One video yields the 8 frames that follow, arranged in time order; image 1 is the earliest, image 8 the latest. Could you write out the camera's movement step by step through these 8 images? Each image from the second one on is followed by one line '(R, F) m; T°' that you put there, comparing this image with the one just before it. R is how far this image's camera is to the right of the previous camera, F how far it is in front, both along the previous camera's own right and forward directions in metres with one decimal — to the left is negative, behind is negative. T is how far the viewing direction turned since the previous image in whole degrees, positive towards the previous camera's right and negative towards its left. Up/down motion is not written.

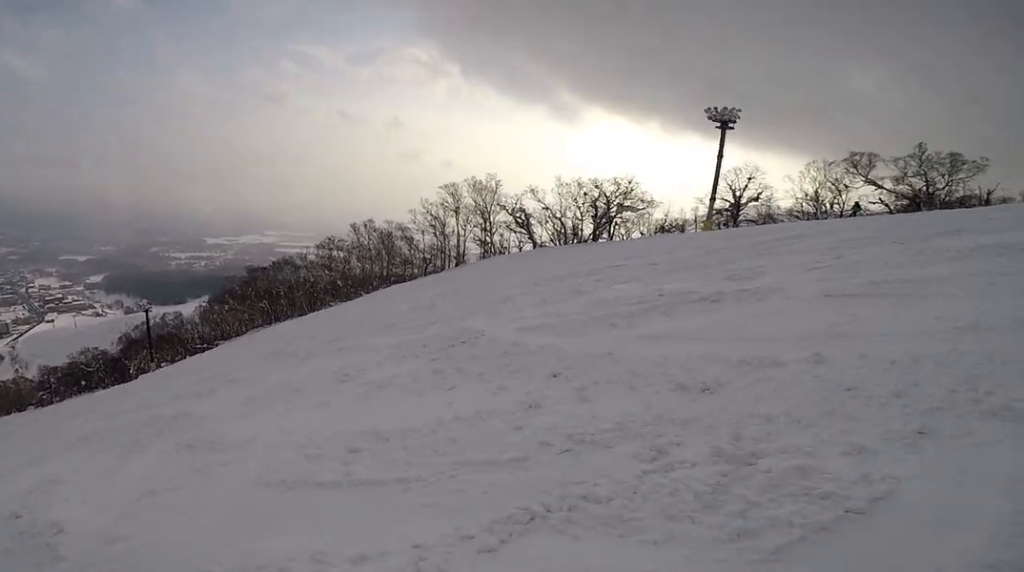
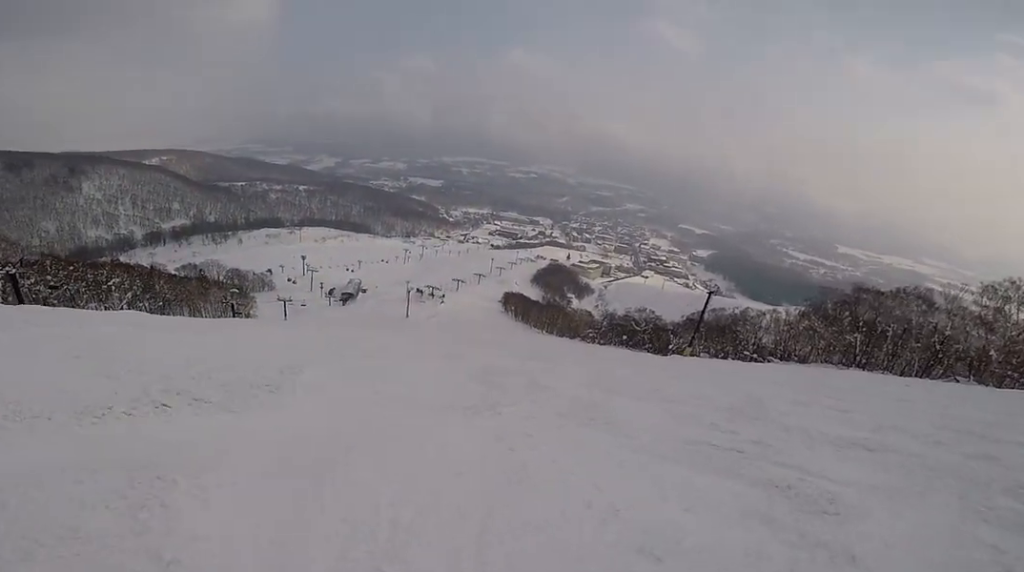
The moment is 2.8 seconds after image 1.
(-1.5, +10.2) m; -51°
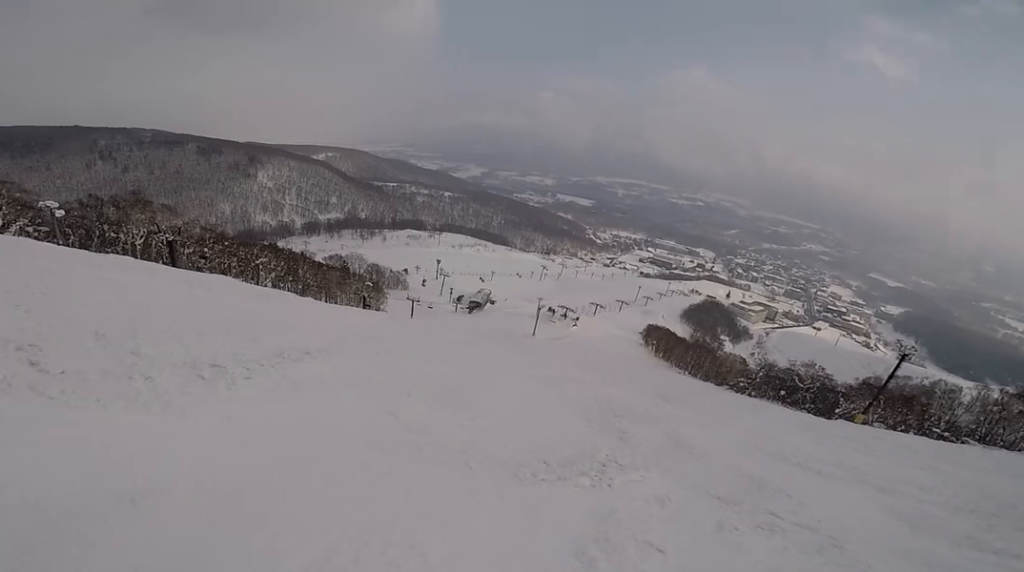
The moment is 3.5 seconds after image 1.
(-0.6, +2.3) m; -25°
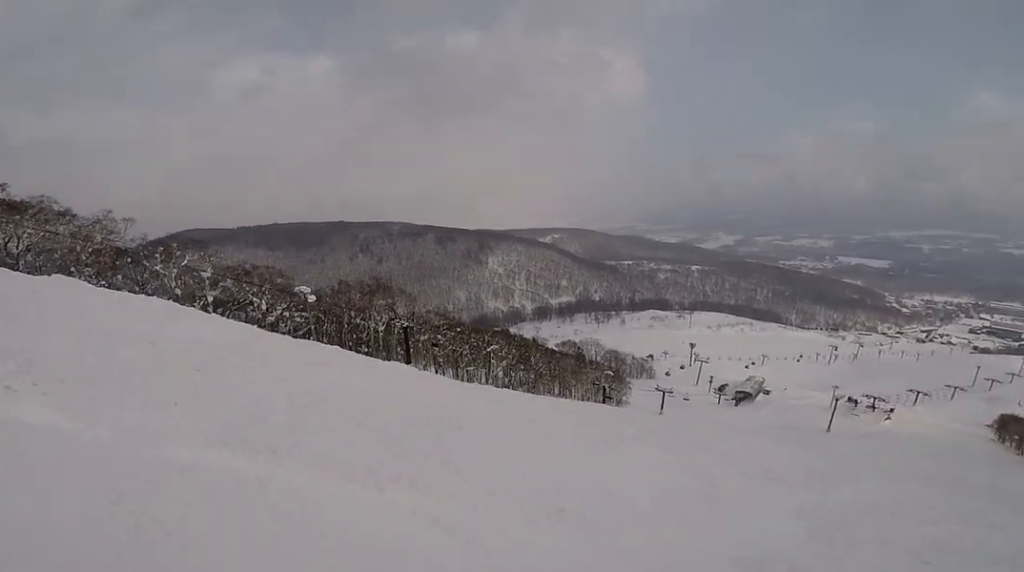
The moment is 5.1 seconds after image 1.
(-2.5, +5.2) m; -41°
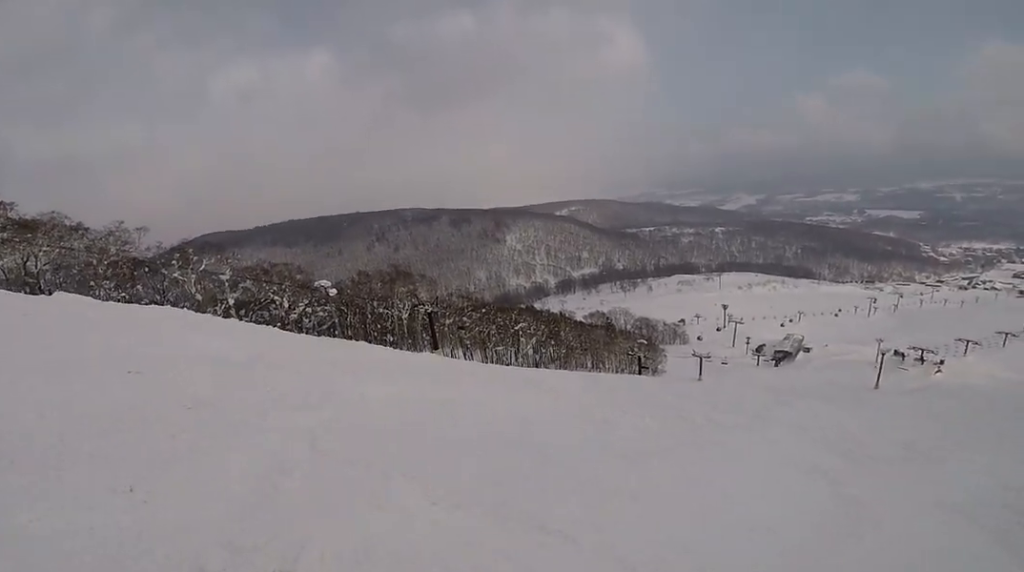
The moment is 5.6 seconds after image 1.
(-0.2, +1.6) m; +2°
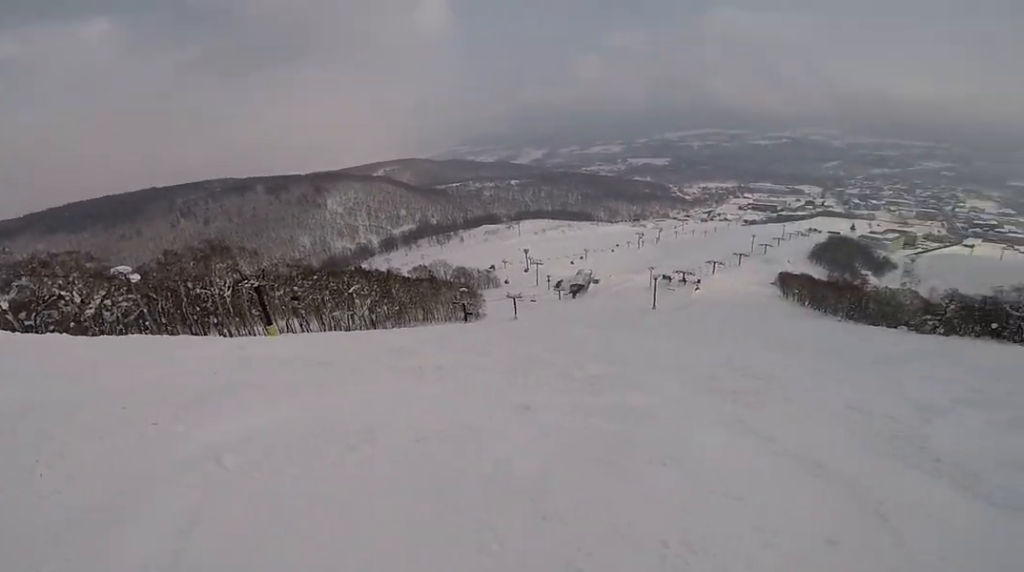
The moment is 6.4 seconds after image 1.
(0.0, +2.4) m; +13°
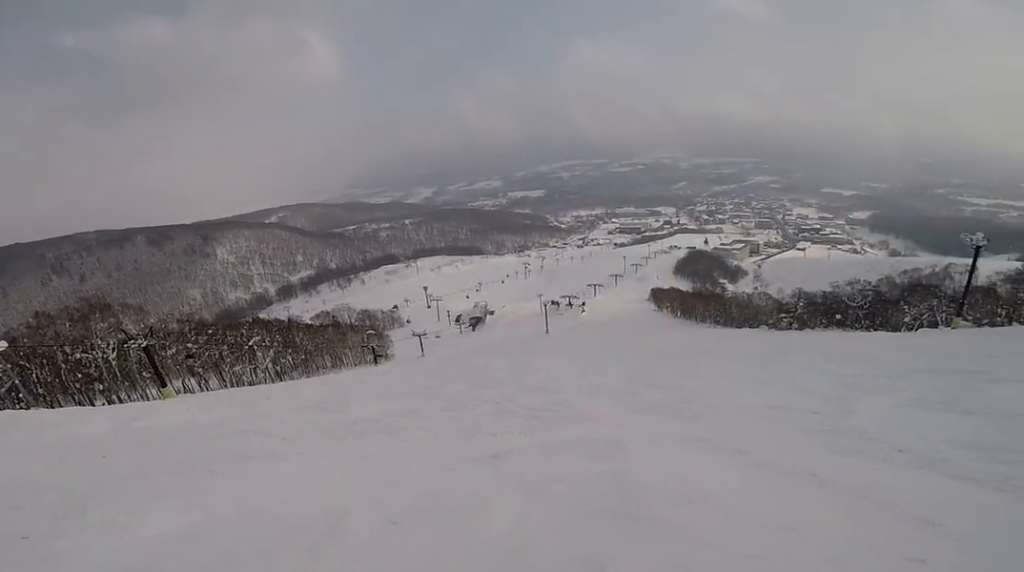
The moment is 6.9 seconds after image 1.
(+0.1, +1.4) m; +15°
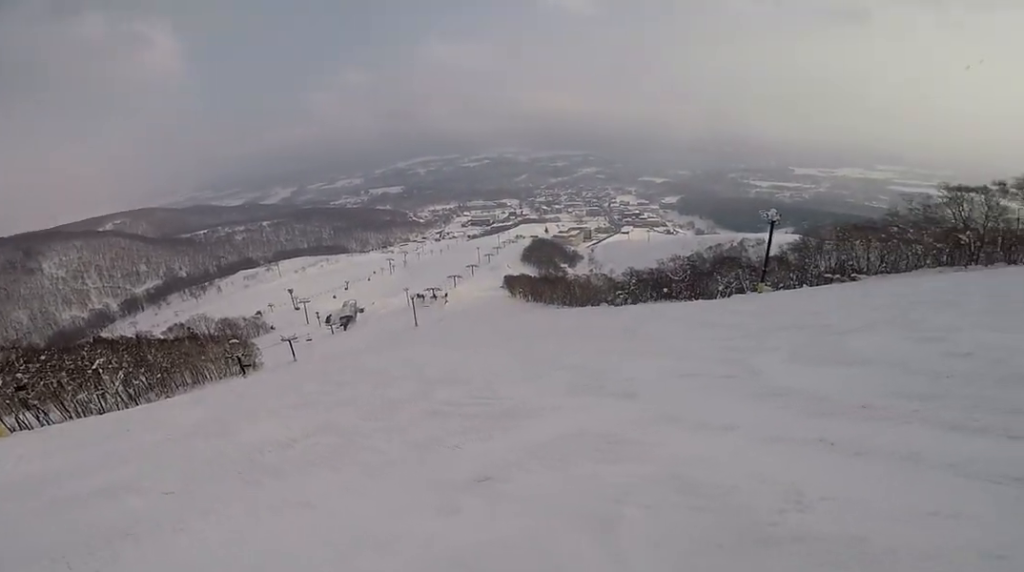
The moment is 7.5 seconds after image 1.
(+0.3, +1.7) m; +33°
